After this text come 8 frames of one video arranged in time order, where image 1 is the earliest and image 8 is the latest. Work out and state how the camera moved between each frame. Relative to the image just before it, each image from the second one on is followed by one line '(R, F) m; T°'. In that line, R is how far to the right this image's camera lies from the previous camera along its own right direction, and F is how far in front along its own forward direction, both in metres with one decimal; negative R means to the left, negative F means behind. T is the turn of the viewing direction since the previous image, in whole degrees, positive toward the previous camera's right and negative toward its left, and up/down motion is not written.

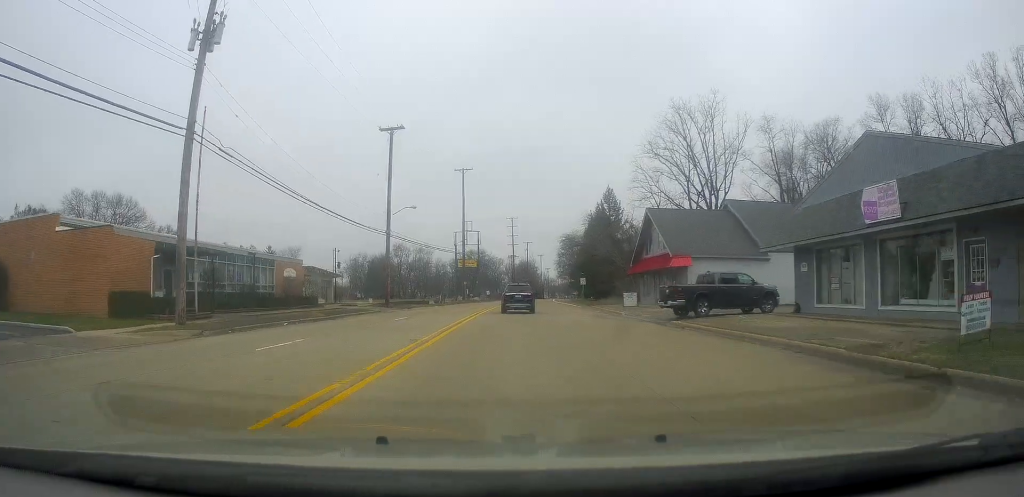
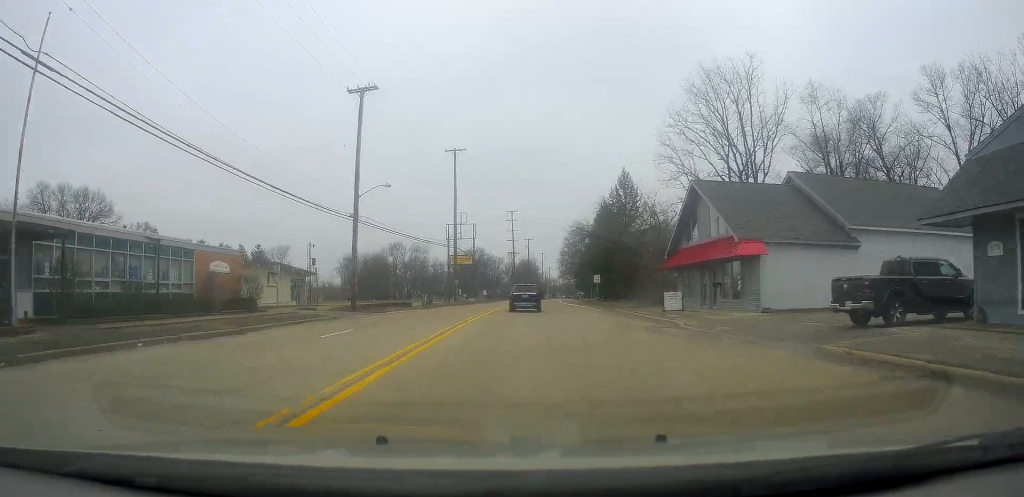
(+0.2, +10.8) m; +1°
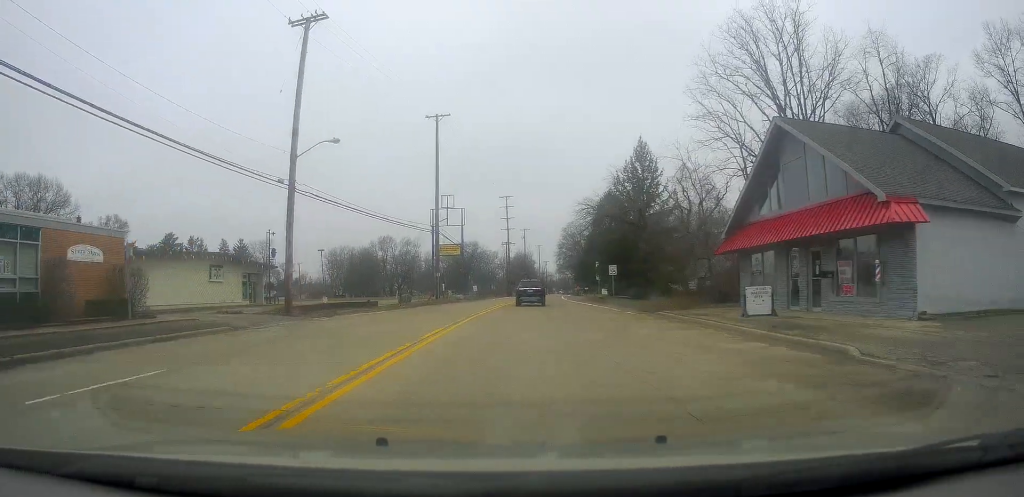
(0.0, +11.6) m; 0°
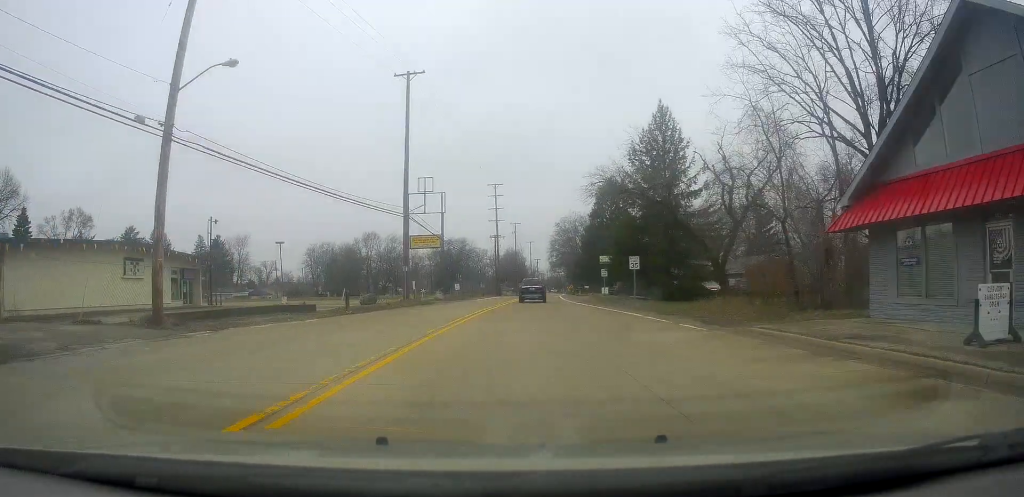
(0.0, +11.5) m; 0°
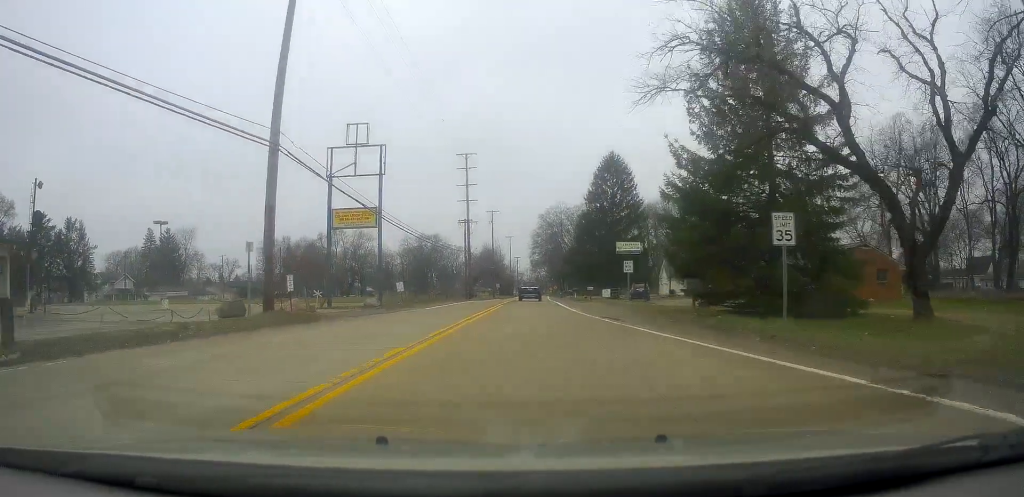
(0.0, +21.5) m; +1°
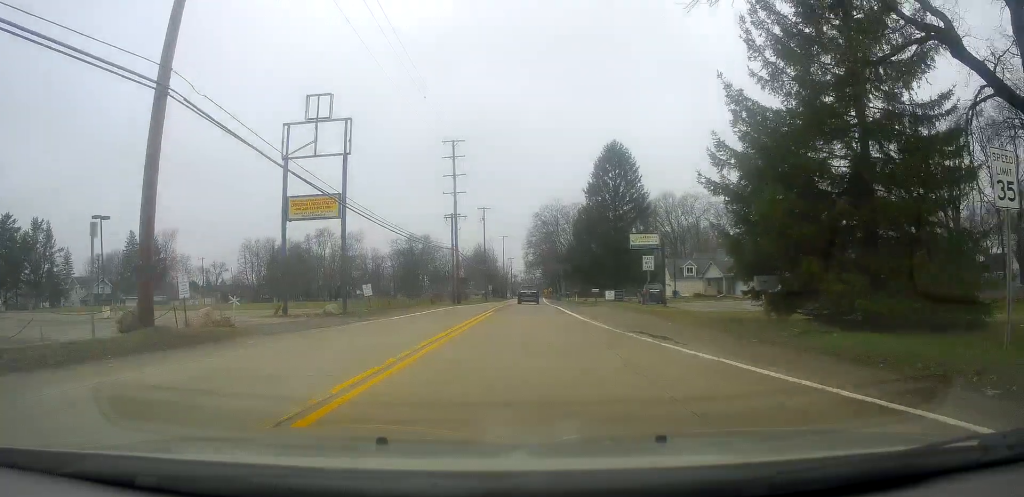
(-0.1, +7.5) m; +2°
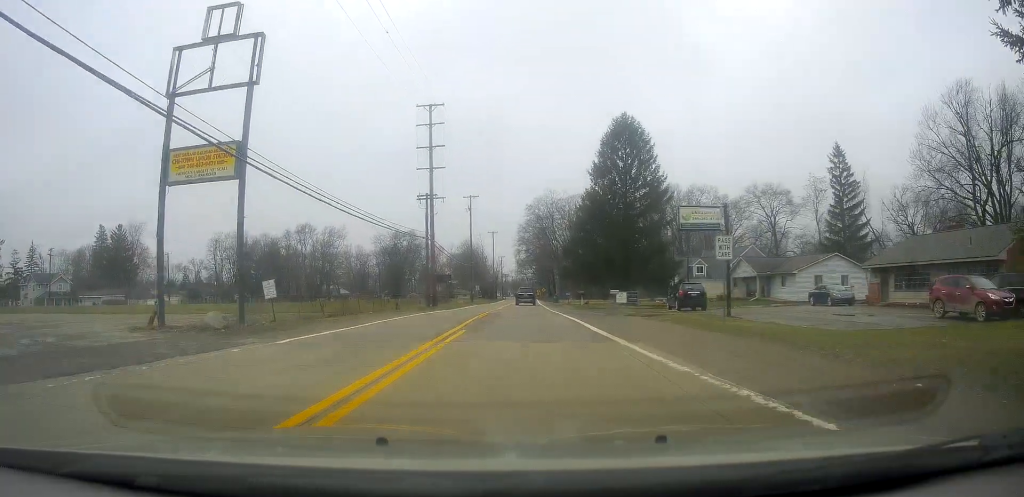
(+0.5, +12.6) m; +2°
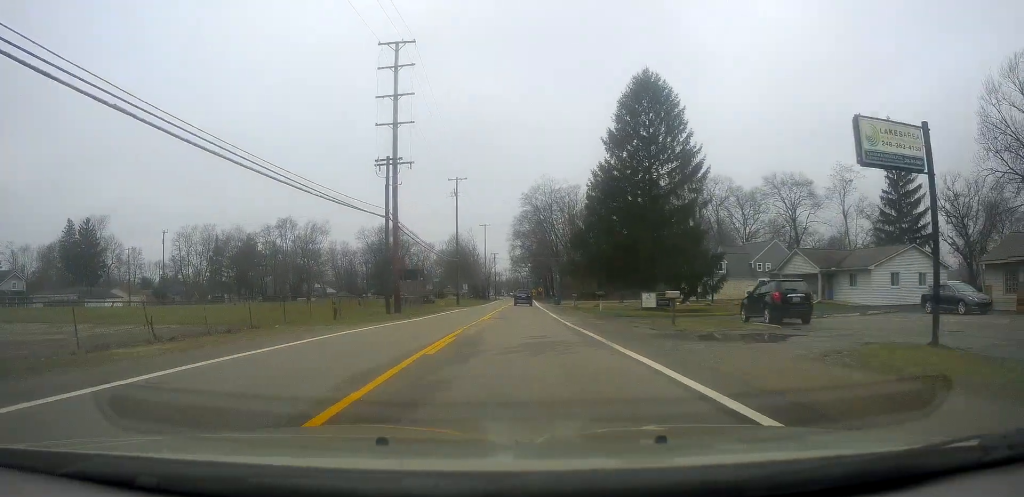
(0.0, +13.7) m; 0°
